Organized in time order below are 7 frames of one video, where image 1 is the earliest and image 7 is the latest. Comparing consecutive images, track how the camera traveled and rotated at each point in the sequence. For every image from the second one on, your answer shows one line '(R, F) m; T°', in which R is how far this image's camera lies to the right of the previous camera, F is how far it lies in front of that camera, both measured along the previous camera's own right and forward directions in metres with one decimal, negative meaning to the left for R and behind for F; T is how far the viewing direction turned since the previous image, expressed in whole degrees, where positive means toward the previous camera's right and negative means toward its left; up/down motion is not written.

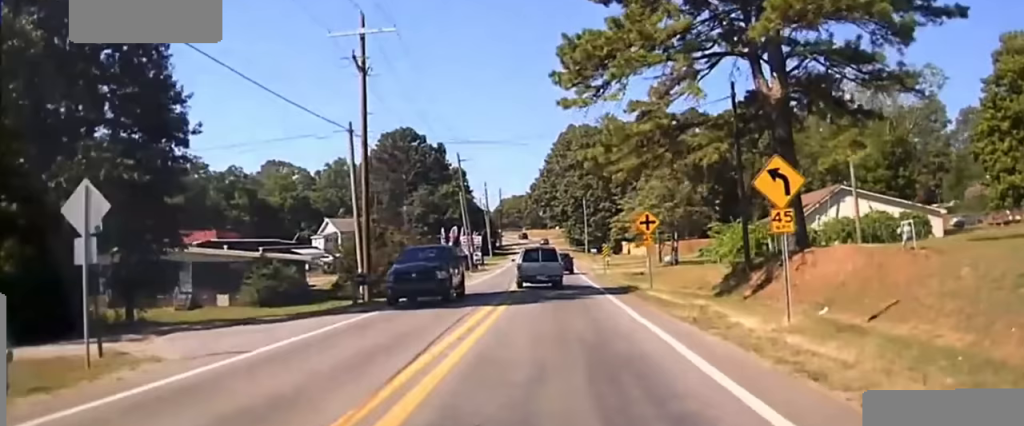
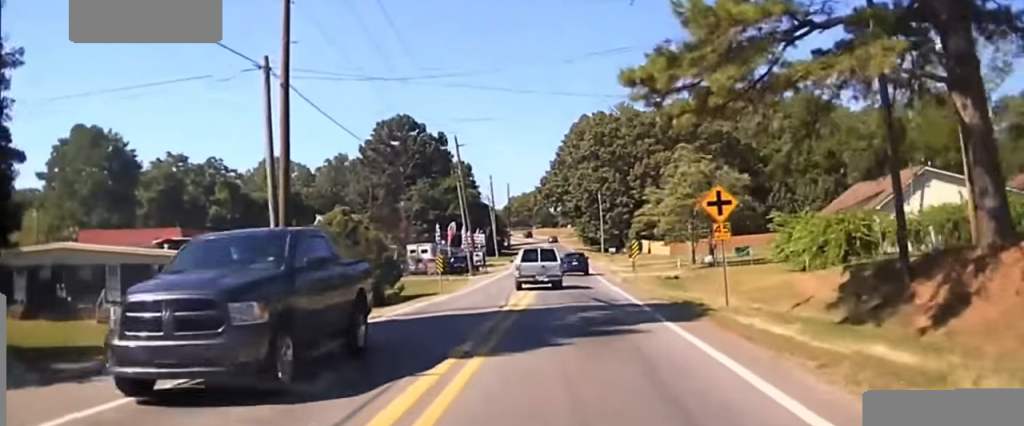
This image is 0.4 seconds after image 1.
(+0.1, +14.2) m; 0°
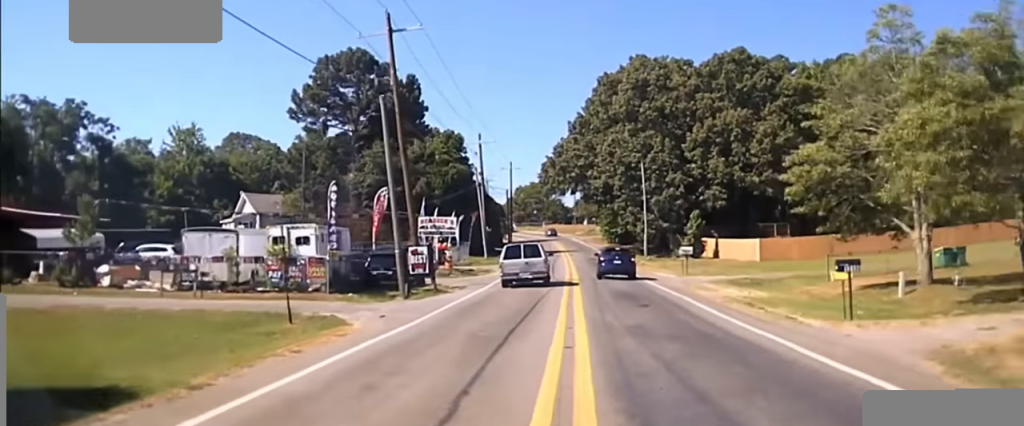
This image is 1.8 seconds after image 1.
(-0.5, +42.7) m; -1°
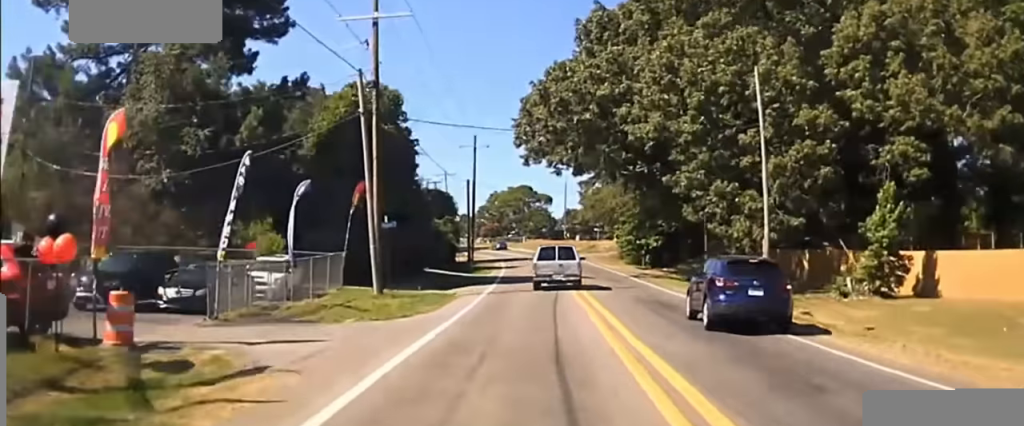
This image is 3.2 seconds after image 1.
(-0.4, +47.6) m; 0°
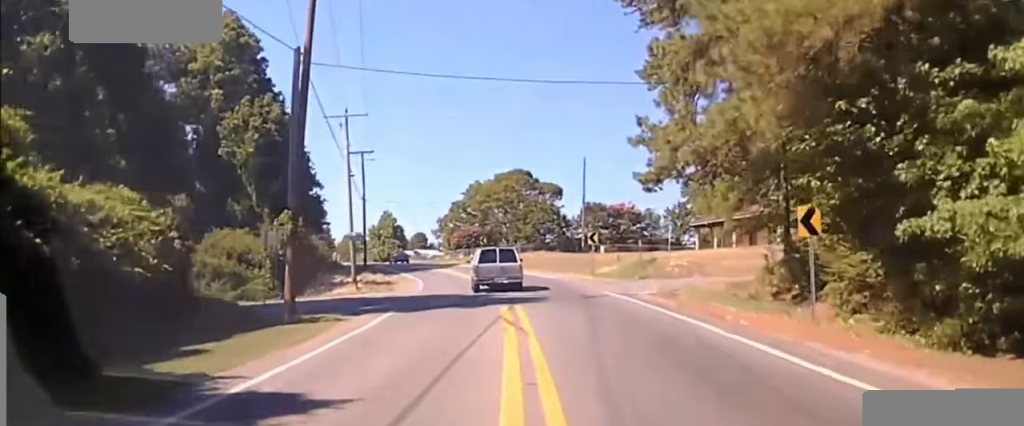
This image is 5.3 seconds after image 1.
(+1.4, +64.7) m; +1°
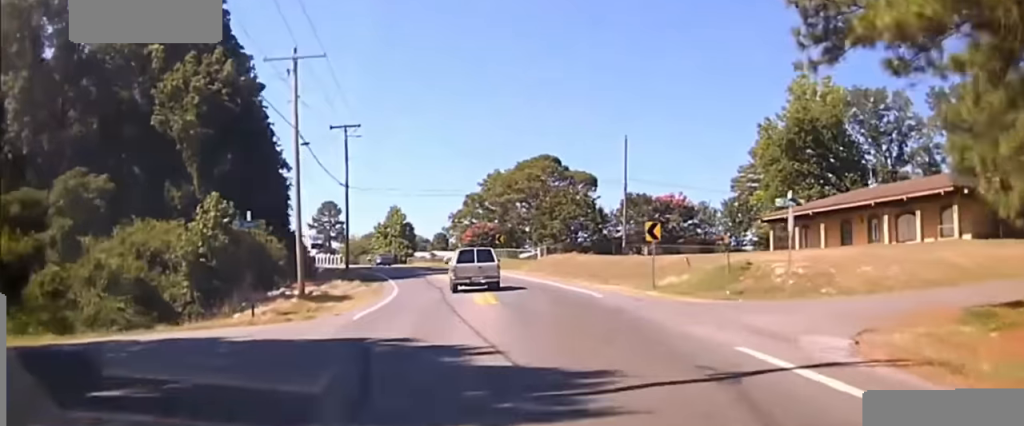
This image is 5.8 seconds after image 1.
(+0.1, +16.7) m; -1°
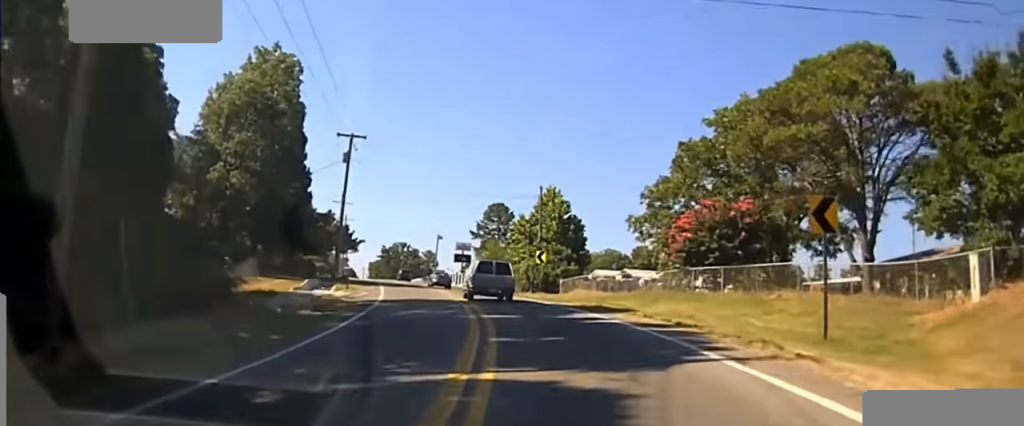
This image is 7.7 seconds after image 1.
(-2.5, +58.2) m; -9°
